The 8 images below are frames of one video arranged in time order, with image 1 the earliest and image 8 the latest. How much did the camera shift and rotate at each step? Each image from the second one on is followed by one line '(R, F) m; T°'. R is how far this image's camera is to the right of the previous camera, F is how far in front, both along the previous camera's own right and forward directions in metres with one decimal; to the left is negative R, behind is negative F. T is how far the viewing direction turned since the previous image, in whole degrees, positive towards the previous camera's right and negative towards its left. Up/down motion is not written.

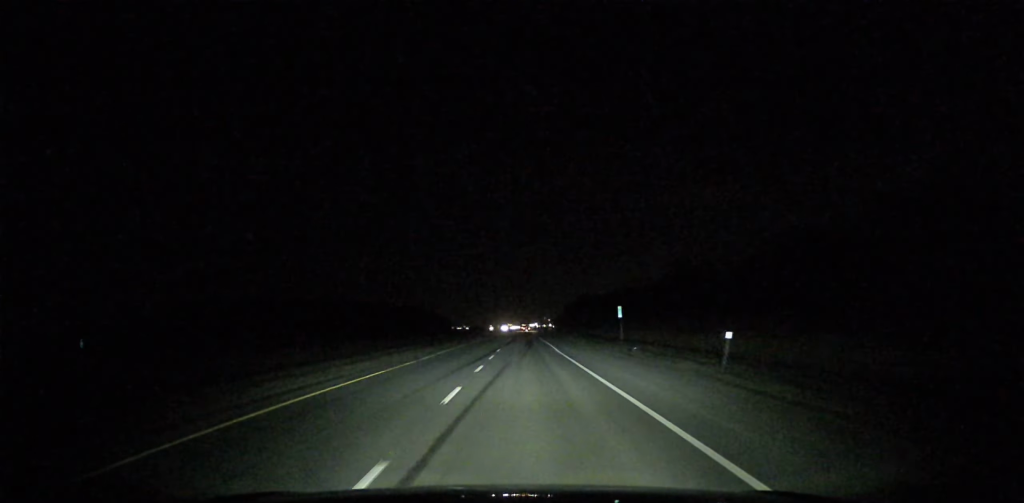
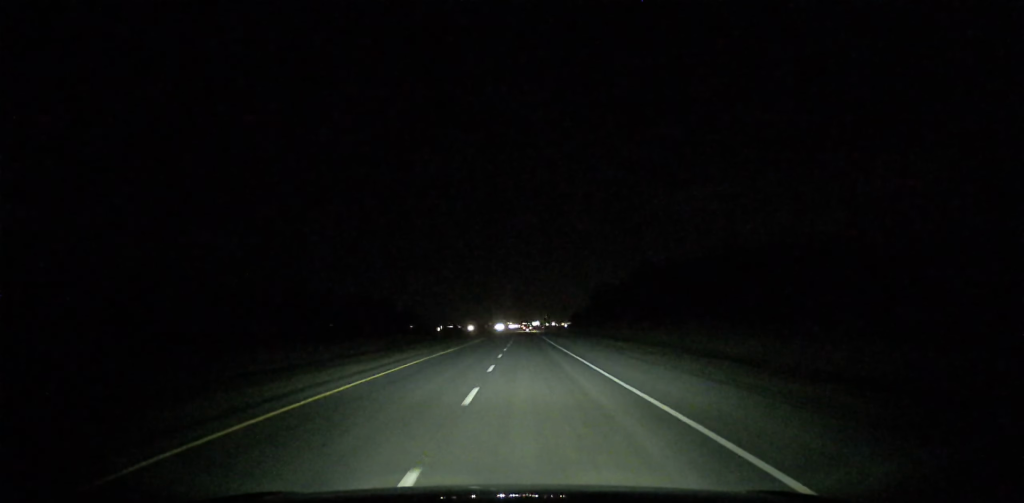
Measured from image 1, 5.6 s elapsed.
(+0.2, +179.1) m; 0°
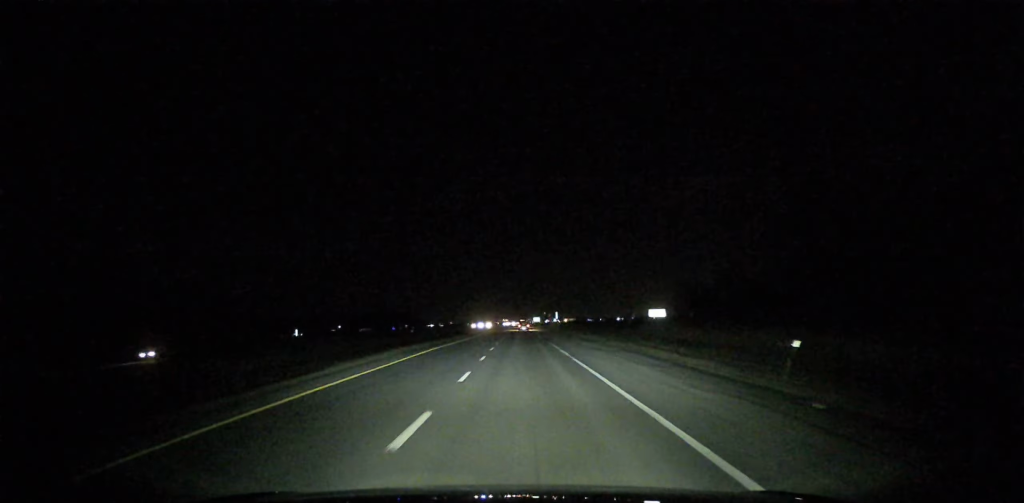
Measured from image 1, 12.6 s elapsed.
(-0.3, +230.5) m; 0°
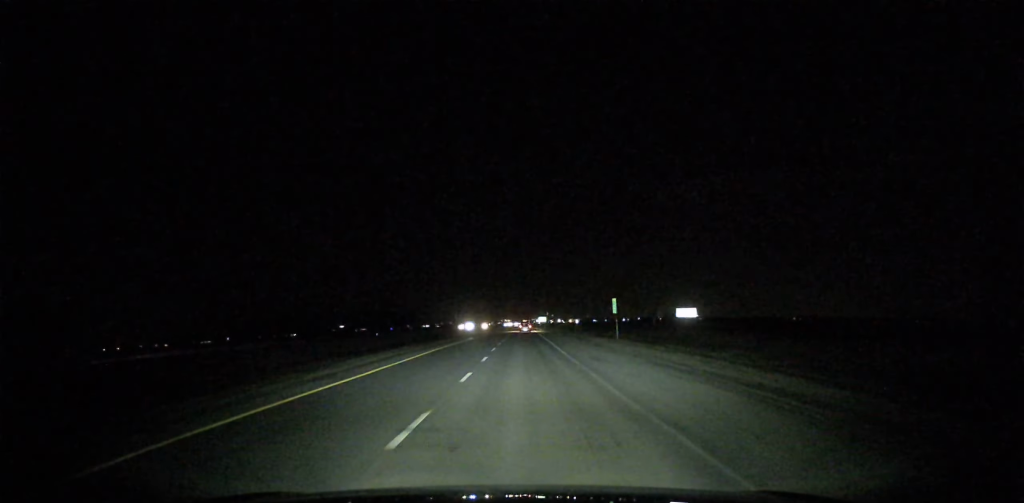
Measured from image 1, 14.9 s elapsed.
(0.0, +76.8) m; 0°
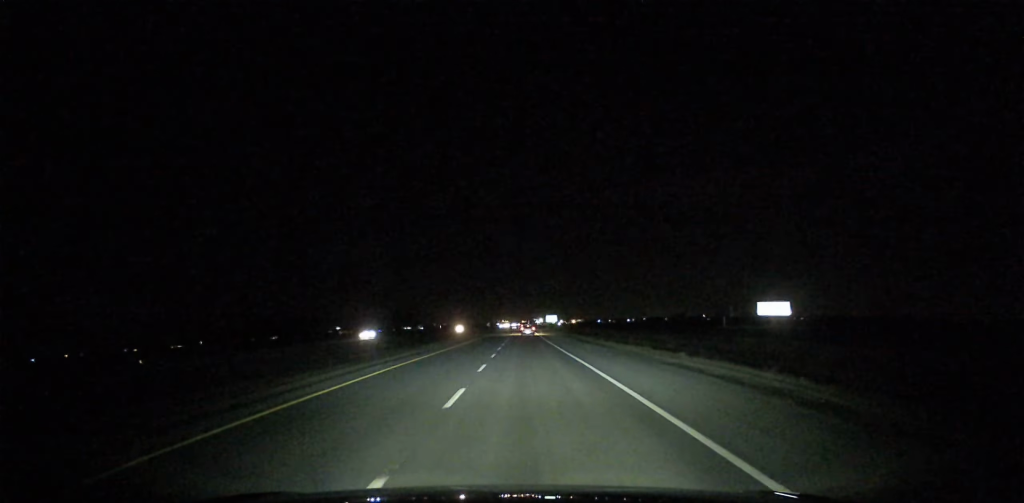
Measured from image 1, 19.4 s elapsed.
(0.0, +147.7) m; 0°
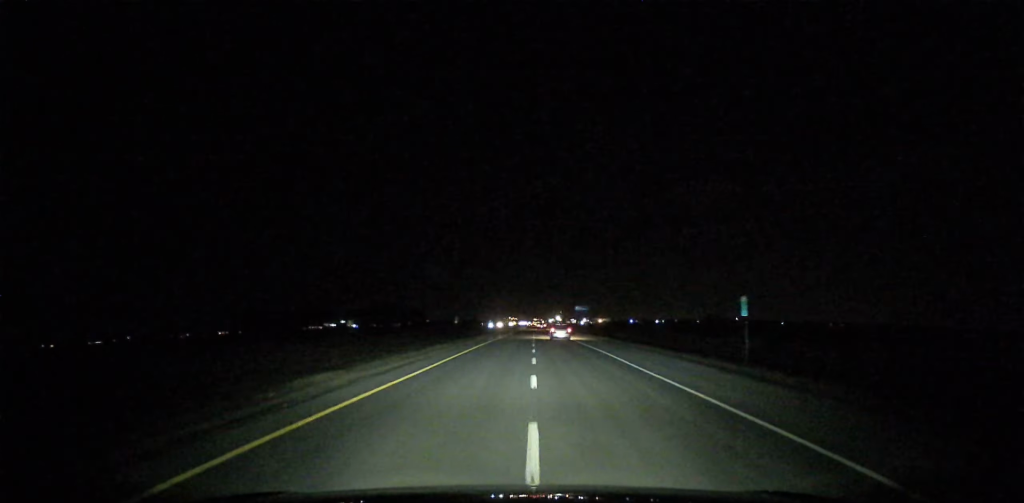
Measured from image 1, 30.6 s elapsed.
(-1.6, +369.2) m; 0°
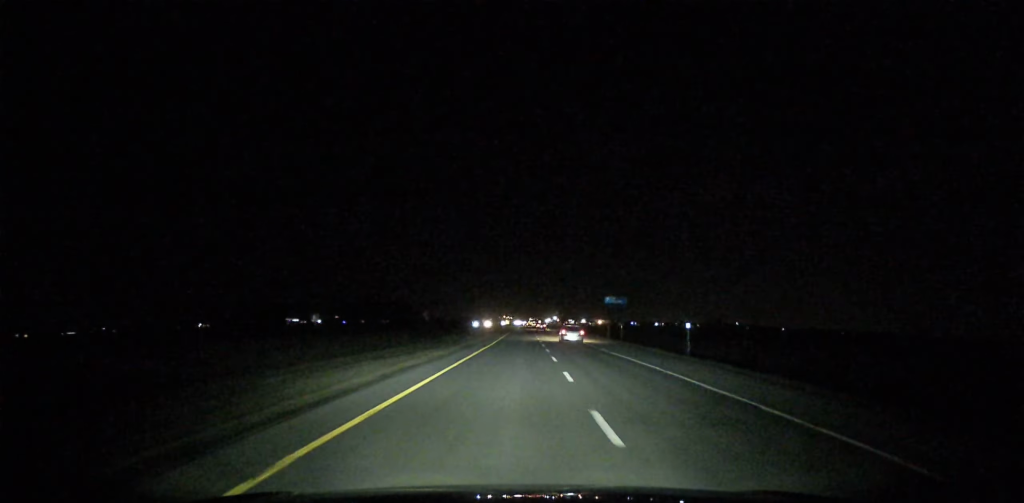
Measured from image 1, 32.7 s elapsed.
(-0.3, +70.0) m; 0°
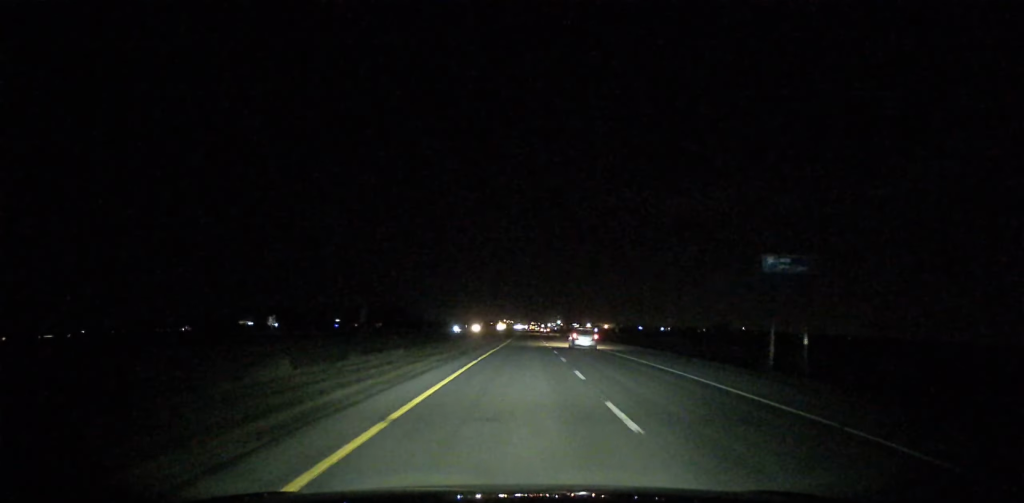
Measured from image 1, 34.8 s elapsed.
(+0.1, +70.8) m; 0°
